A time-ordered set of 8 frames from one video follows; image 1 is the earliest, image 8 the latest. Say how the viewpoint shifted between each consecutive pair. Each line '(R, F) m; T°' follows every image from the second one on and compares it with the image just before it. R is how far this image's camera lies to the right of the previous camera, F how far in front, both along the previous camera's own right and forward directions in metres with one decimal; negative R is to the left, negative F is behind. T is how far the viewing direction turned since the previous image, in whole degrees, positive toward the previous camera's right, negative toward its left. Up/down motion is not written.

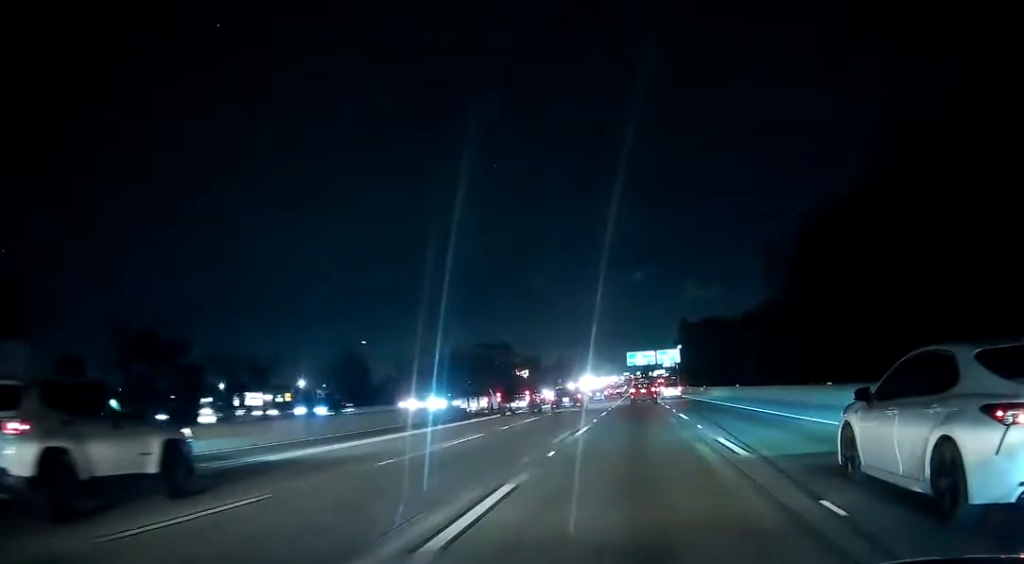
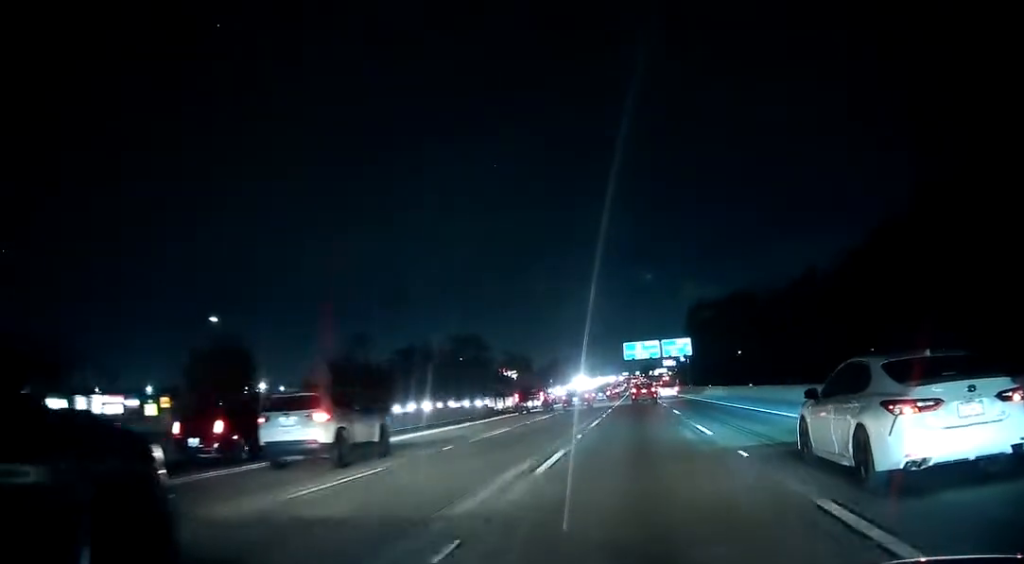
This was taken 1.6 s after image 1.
(+0.4, +38.7) m; 0°
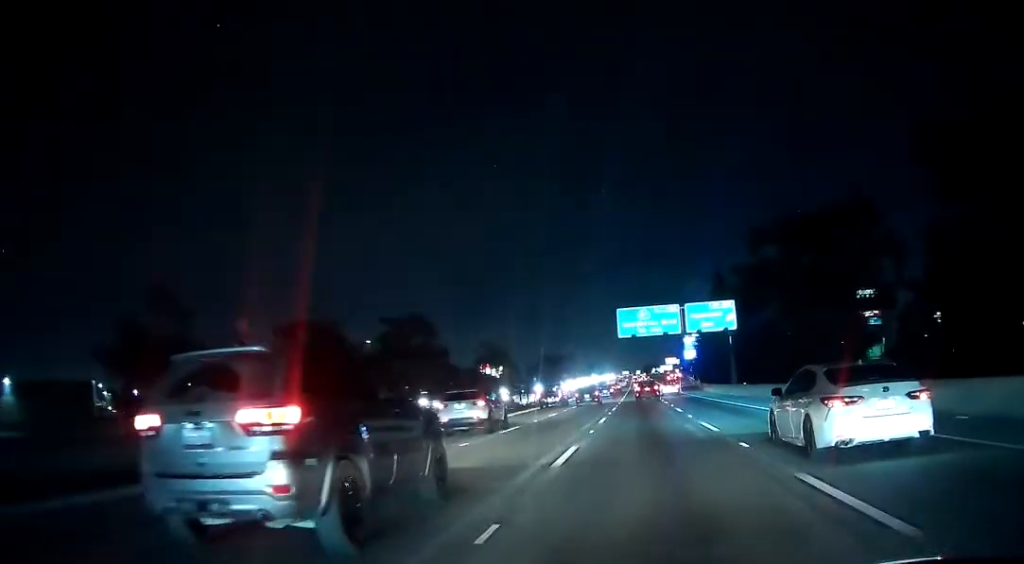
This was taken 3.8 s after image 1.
(-0.1, +57.2) m; 0°
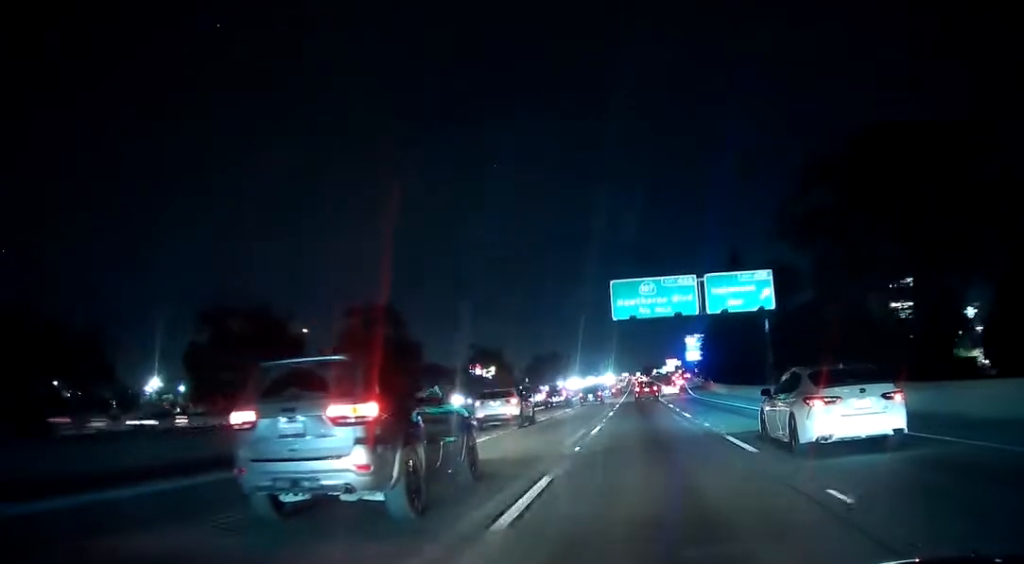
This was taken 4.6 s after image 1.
(-0.1, +21.1) m; 0°
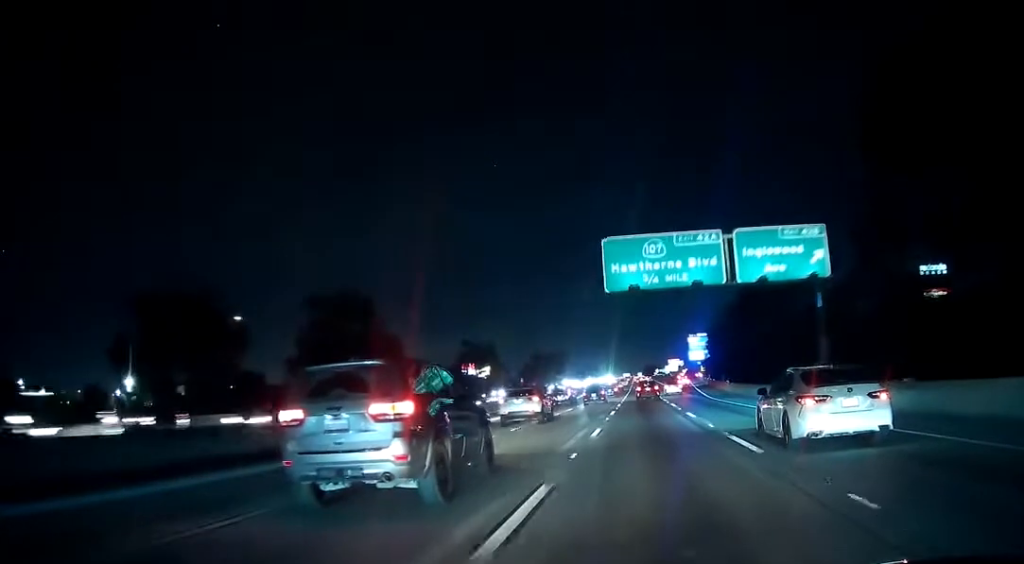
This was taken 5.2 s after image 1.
(-0.2, +15.1) m; 0°
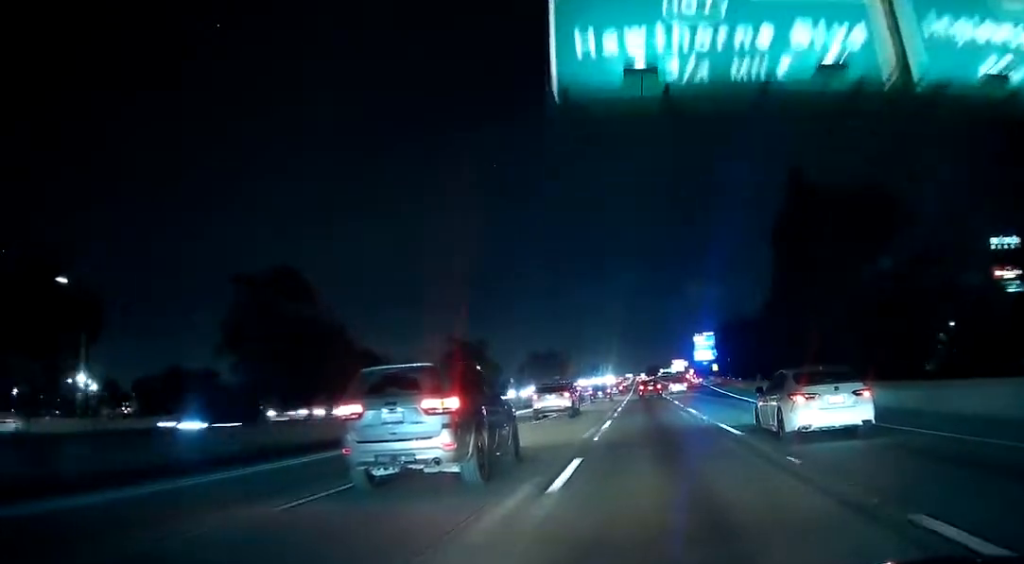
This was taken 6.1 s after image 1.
(+0.4, +26.1) m; +1°
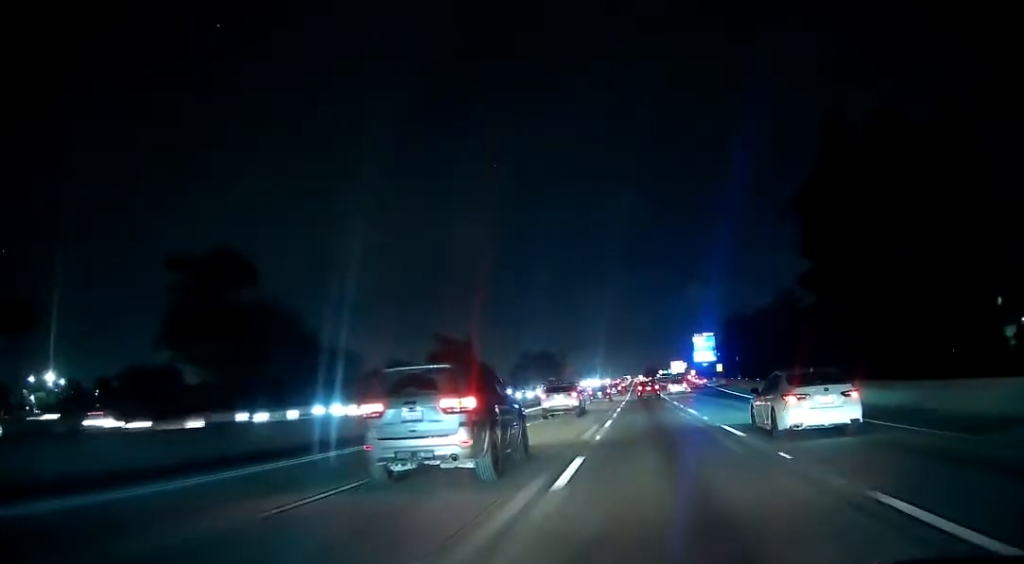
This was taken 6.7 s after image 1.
(0.0, +14.6) m; 0°
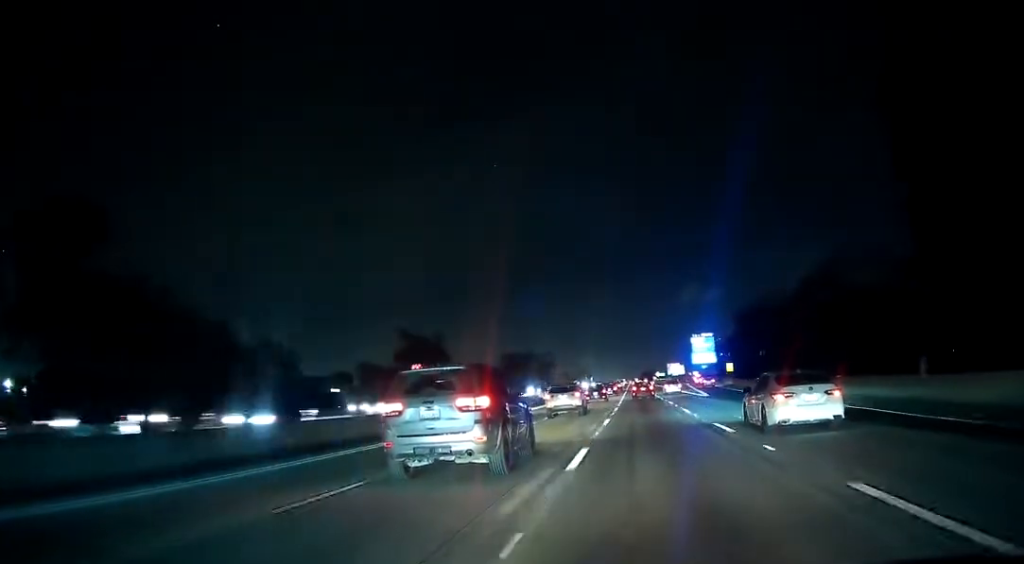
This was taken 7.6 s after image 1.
(0.0, +26.7) m; 0°
